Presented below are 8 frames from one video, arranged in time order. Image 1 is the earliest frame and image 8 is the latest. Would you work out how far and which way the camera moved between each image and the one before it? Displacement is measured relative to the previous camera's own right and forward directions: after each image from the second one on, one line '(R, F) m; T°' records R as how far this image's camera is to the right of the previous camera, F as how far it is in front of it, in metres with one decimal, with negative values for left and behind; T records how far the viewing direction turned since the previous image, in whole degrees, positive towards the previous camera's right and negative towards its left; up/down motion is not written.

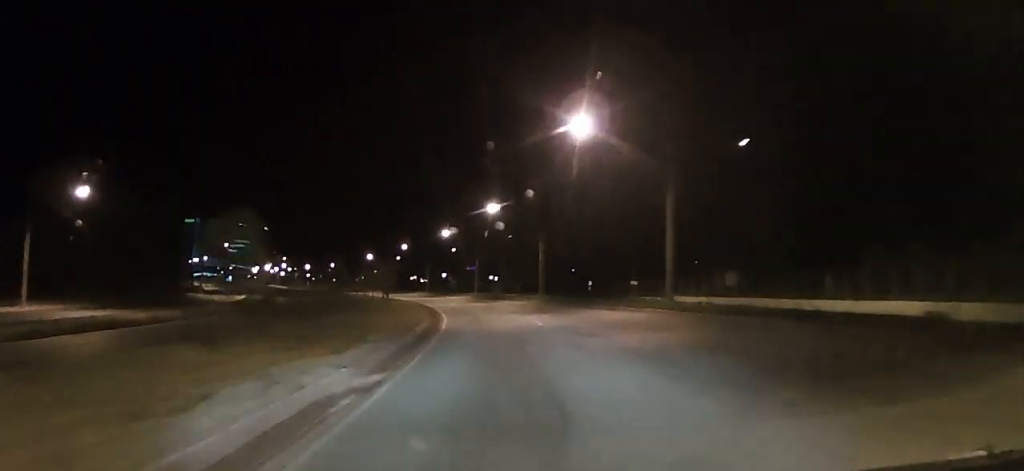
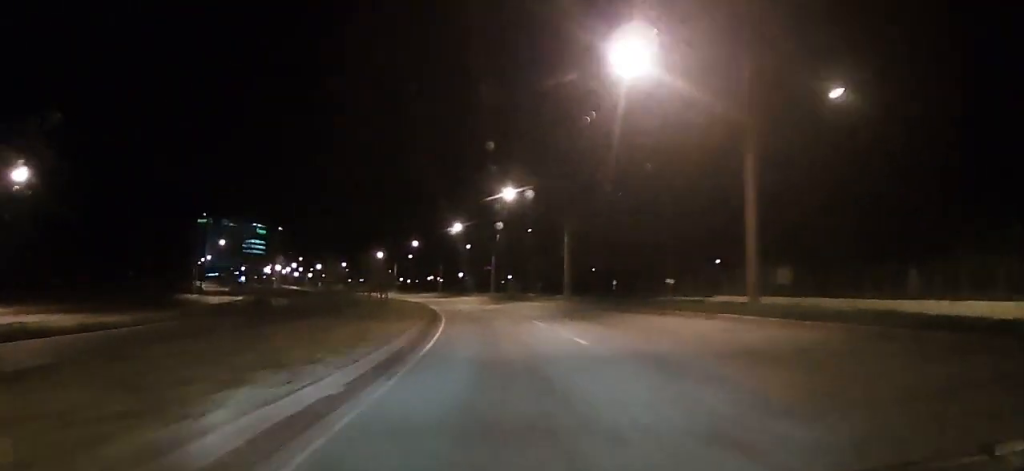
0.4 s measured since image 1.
(+2.9, +9.3) m; +3°
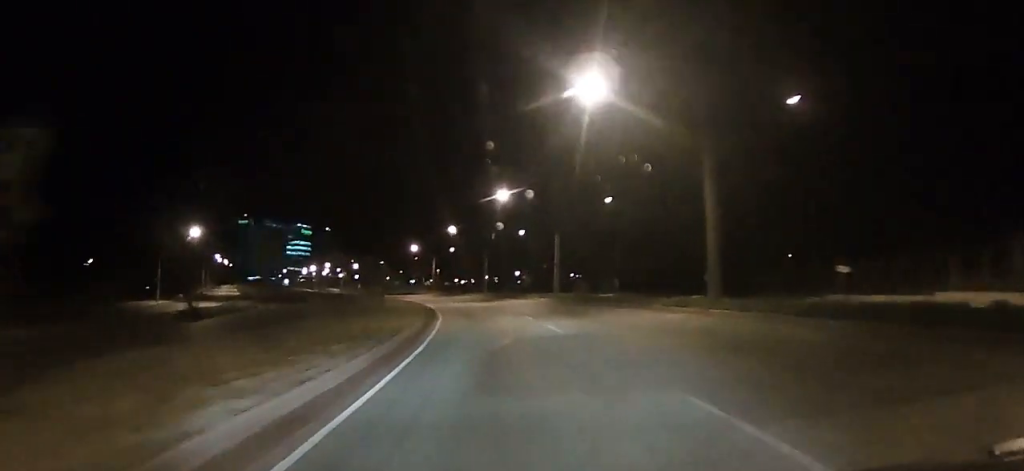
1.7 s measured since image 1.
(+0.8, +28.2) m; -7°
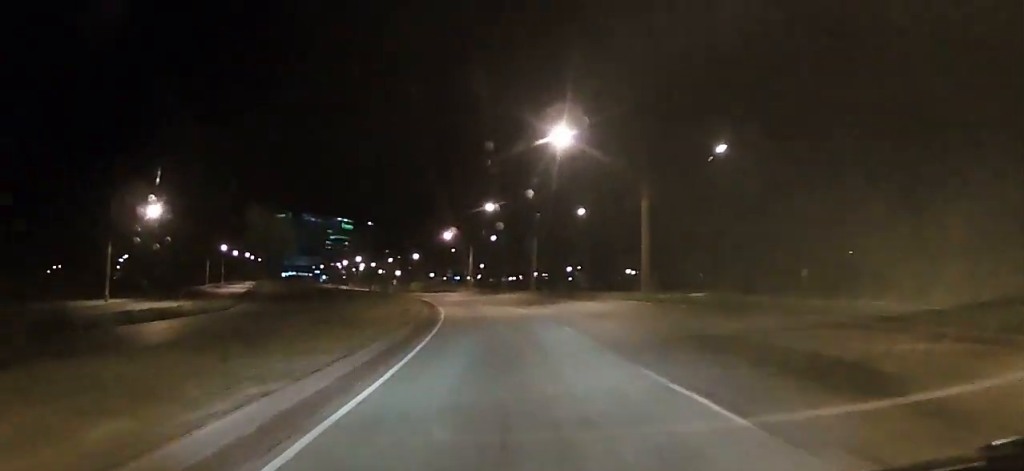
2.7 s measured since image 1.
(-1.6, +20.7) m; -6°
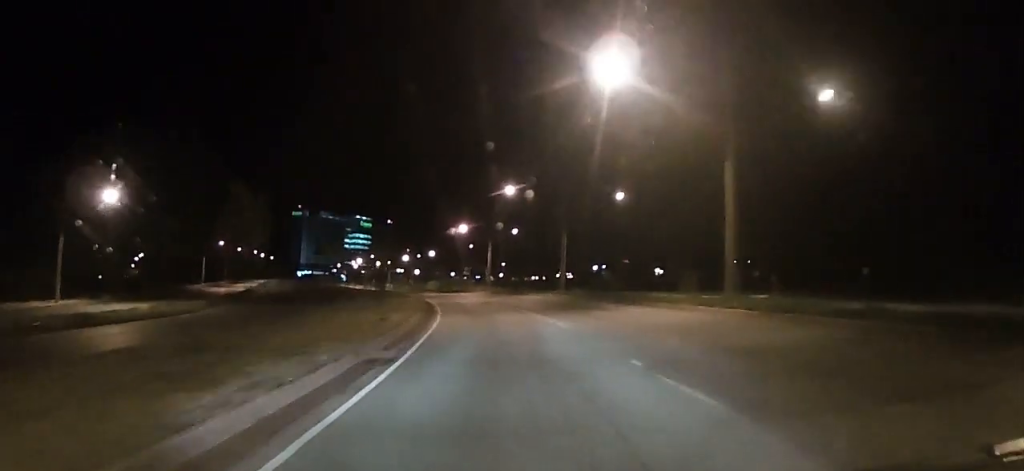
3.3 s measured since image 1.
(-0.3, +11.0) m; -2°
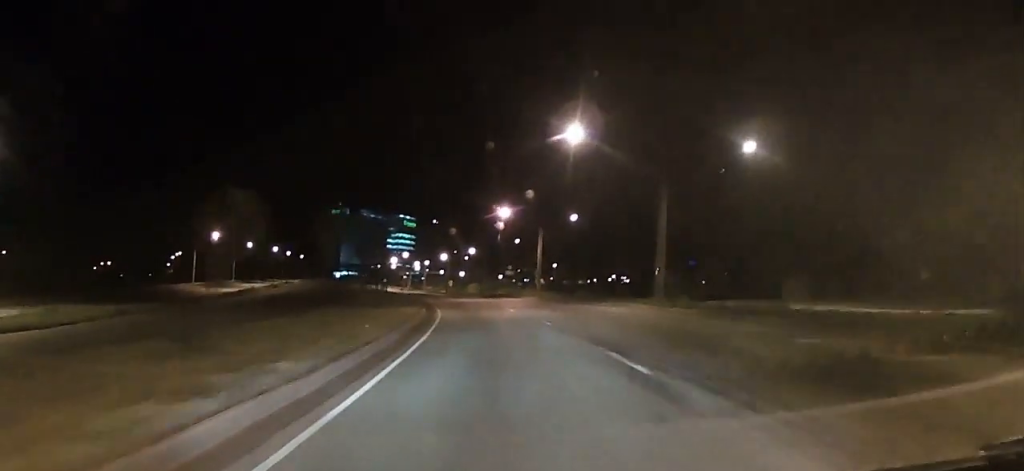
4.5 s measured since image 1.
(-0.9, +21.3) m; -5°
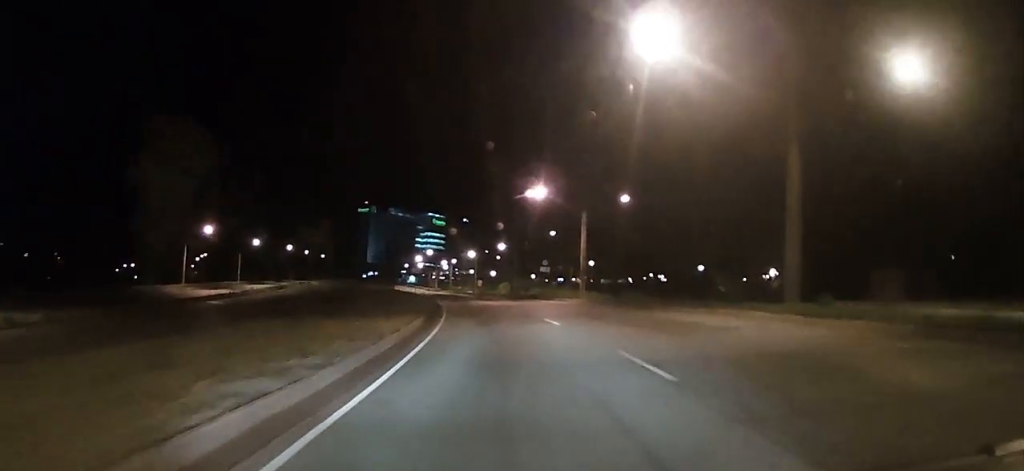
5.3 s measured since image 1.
(-0.4, +12.8) m; -3°
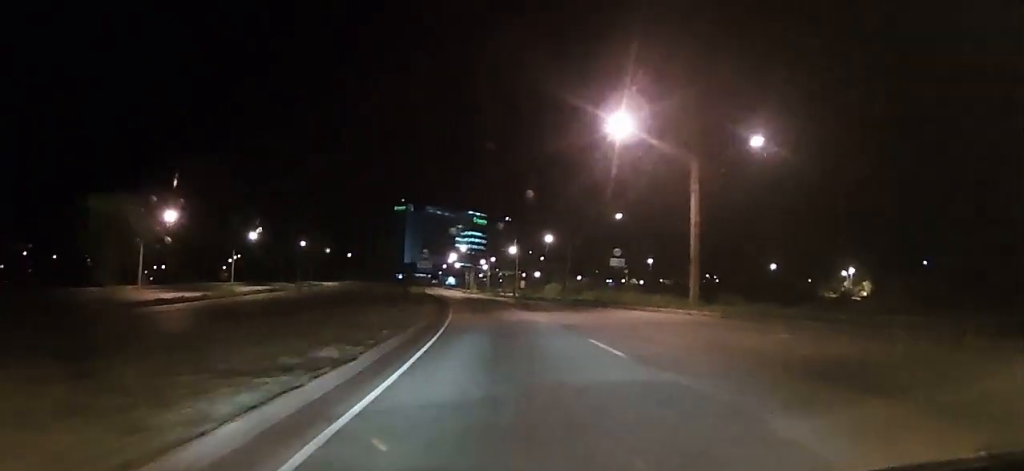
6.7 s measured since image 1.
(-0.7, +21.8) m; -3°
